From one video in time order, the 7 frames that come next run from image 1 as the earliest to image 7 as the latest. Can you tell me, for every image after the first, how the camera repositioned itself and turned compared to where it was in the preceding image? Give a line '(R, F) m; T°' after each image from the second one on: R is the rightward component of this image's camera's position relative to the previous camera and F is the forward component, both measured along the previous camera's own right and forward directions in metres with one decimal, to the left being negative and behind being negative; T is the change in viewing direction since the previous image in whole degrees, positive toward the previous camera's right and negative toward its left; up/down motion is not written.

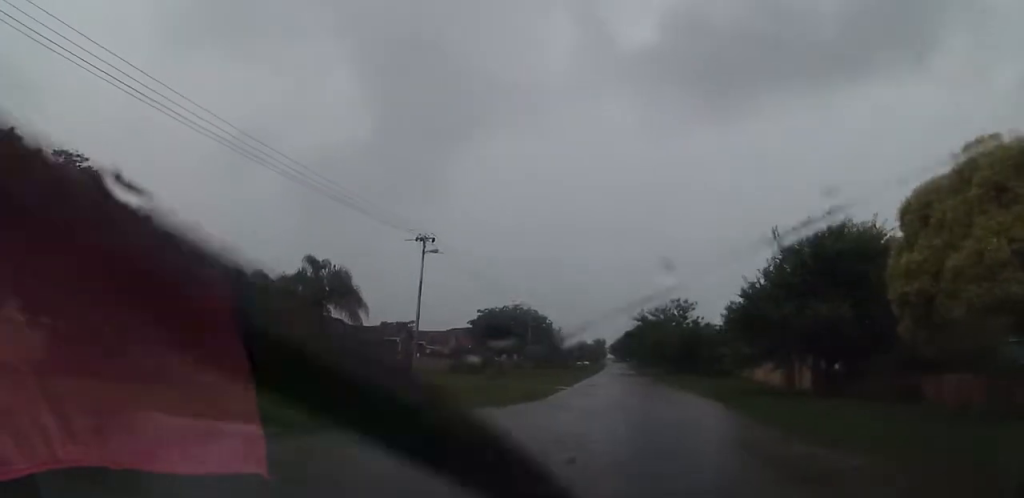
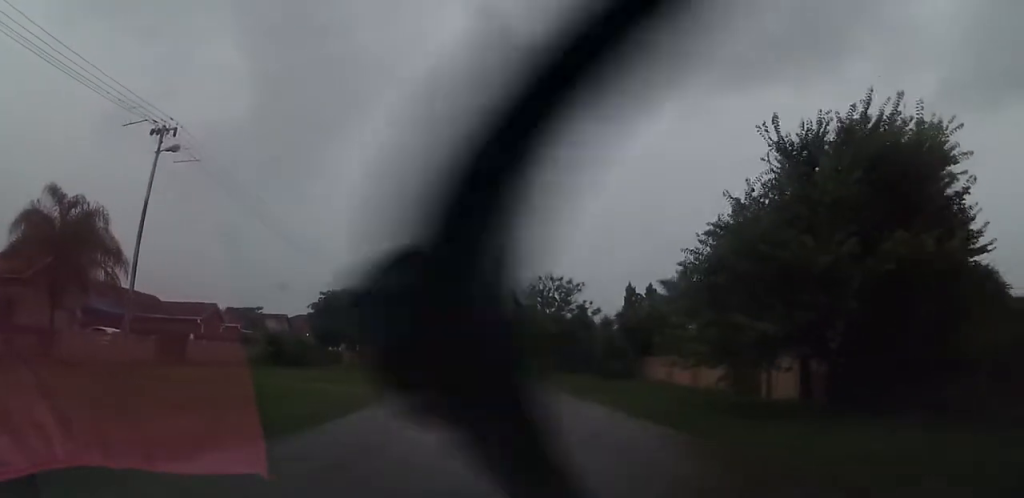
(+1.7, +13.0) m; +12°
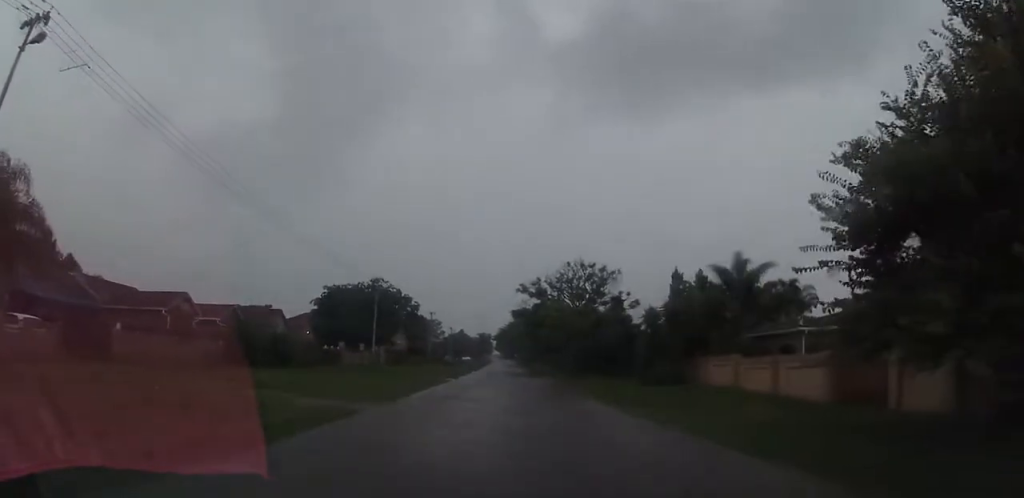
(+0.1, +7.3) m; -4°
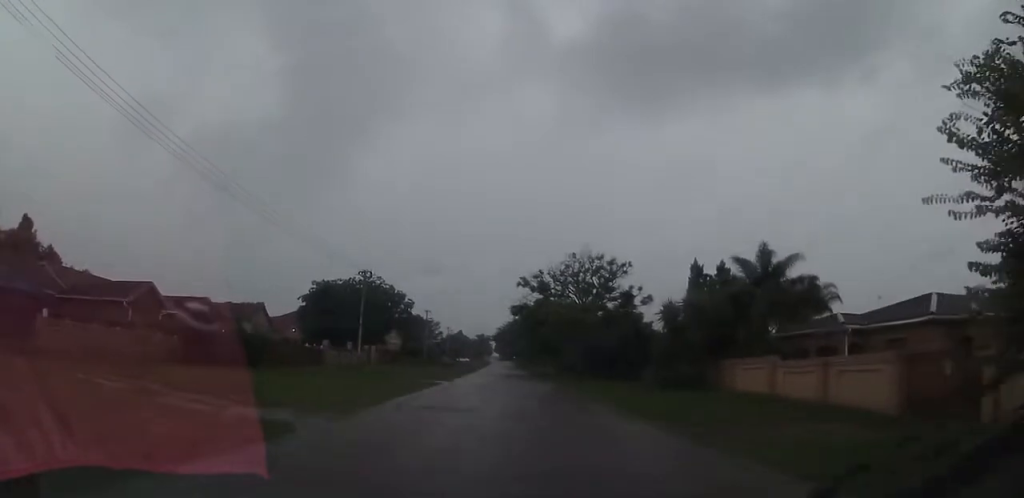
(-0.2, +4.2) m; 0°
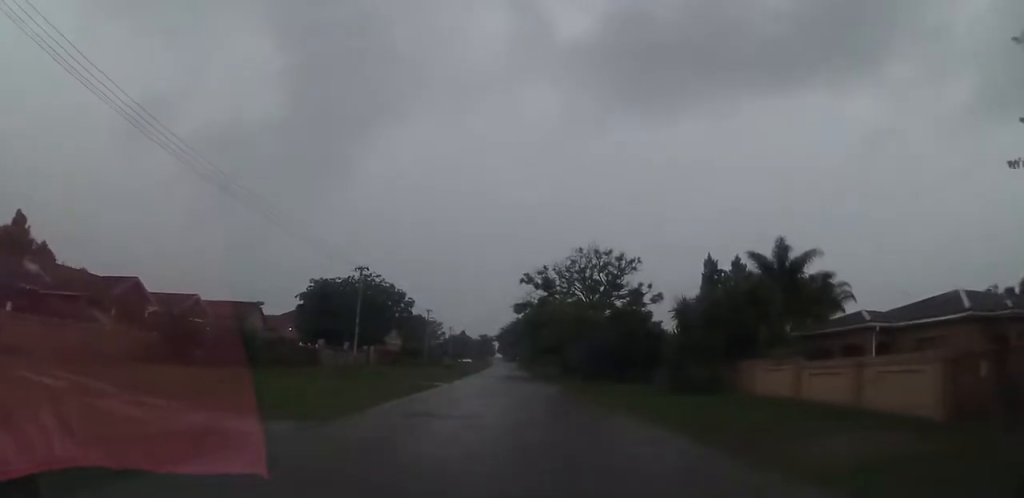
(-0.2, +2.0) m; +2°
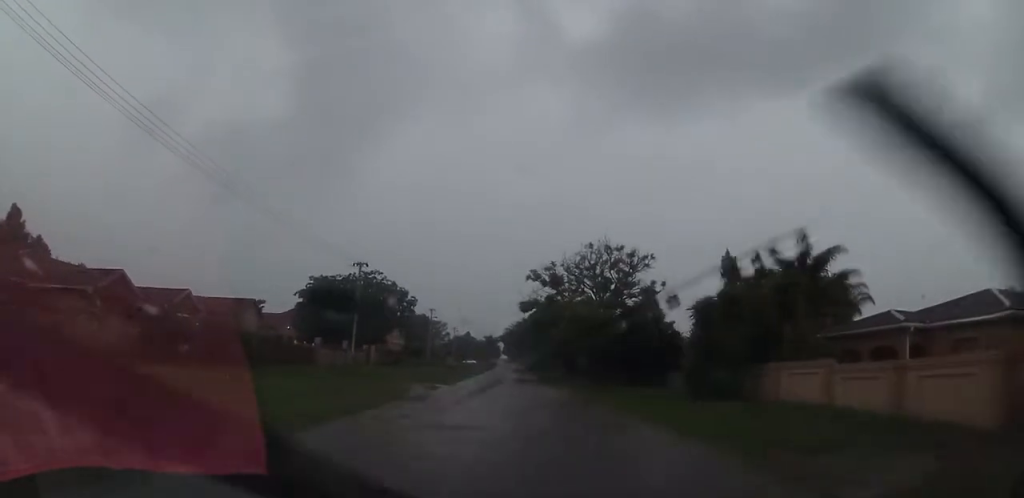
(+0.2, +2.1) m; +3°
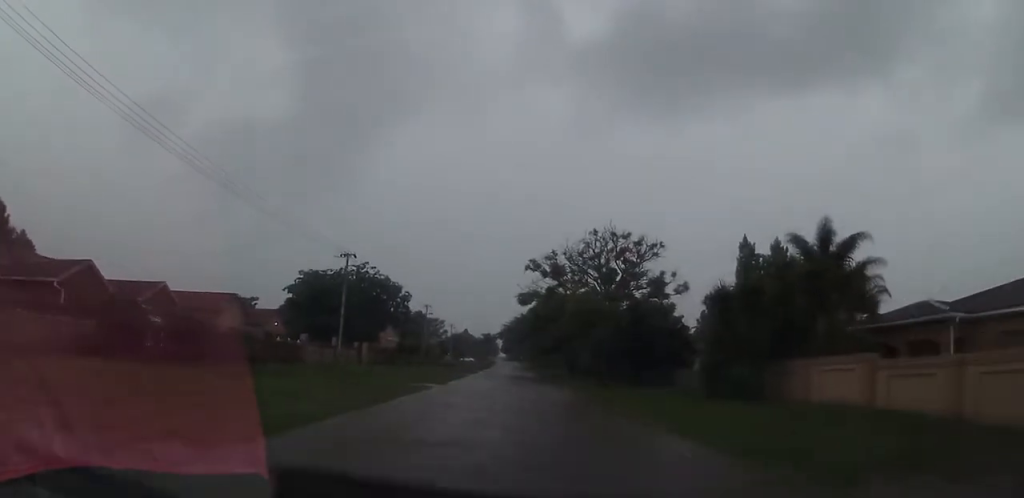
(+0.2, +2.8) m; +4°
